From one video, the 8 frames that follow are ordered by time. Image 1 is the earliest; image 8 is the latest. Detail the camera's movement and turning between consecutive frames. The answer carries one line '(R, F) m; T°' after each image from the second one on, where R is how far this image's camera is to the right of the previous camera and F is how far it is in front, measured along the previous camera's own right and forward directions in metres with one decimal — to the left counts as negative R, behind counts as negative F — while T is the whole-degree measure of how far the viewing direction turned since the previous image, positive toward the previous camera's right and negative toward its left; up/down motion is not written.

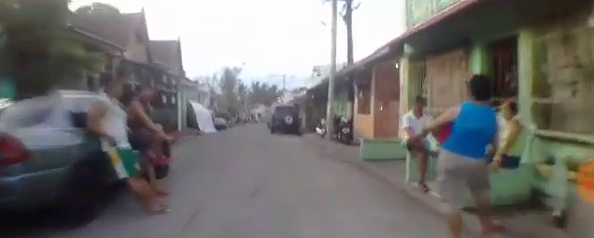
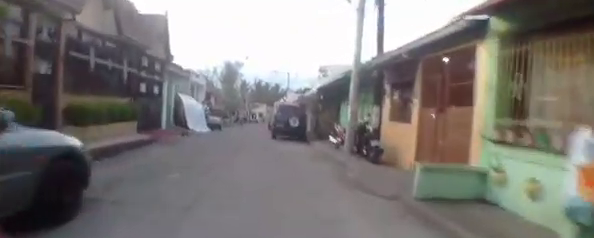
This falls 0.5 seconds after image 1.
(0.0, +3.1) m; 0°
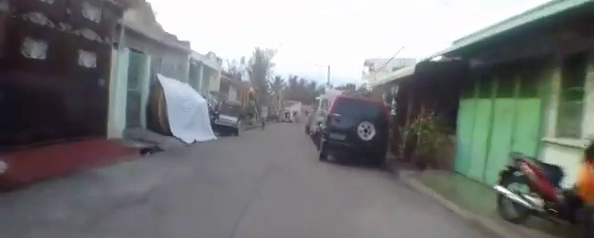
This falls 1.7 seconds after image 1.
(0.0, +7.2) m; 0°
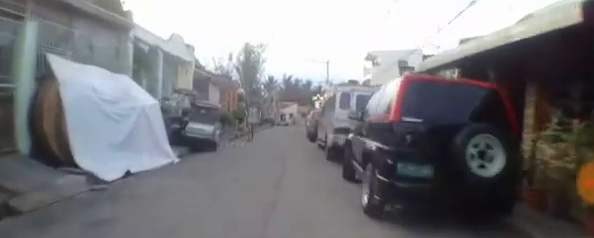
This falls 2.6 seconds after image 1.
(0.0, +4.4) m; +1°
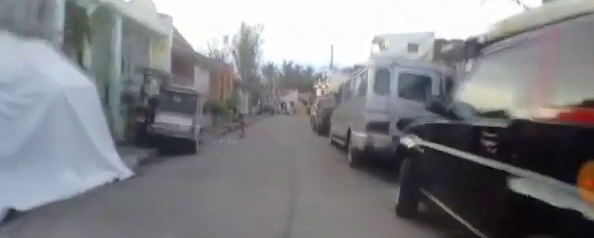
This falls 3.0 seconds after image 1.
(-0.1, +2.3) m; +1°
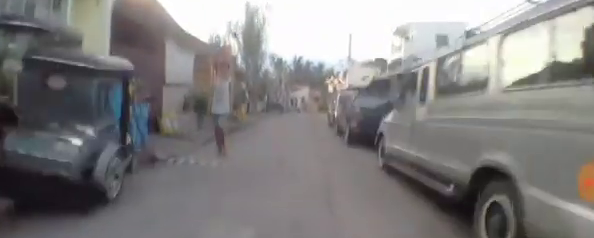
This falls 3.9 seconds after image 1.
(+0.2, +3.5) m; -2°
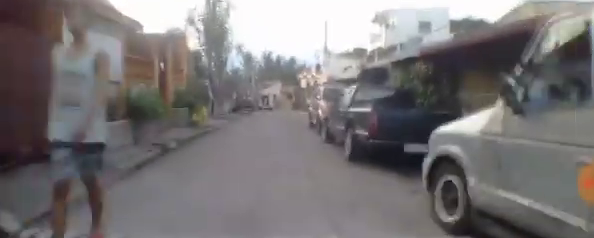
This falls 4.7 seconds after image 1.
(-0.2, +2.2) m; +1°
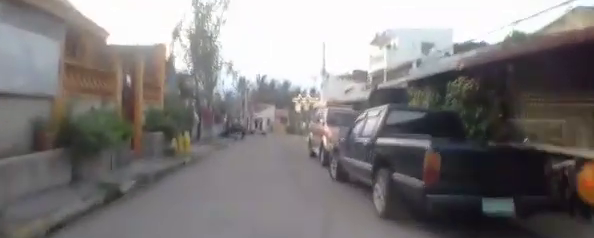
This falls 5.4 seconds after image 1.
(0.0, +1.9) m; +3°
